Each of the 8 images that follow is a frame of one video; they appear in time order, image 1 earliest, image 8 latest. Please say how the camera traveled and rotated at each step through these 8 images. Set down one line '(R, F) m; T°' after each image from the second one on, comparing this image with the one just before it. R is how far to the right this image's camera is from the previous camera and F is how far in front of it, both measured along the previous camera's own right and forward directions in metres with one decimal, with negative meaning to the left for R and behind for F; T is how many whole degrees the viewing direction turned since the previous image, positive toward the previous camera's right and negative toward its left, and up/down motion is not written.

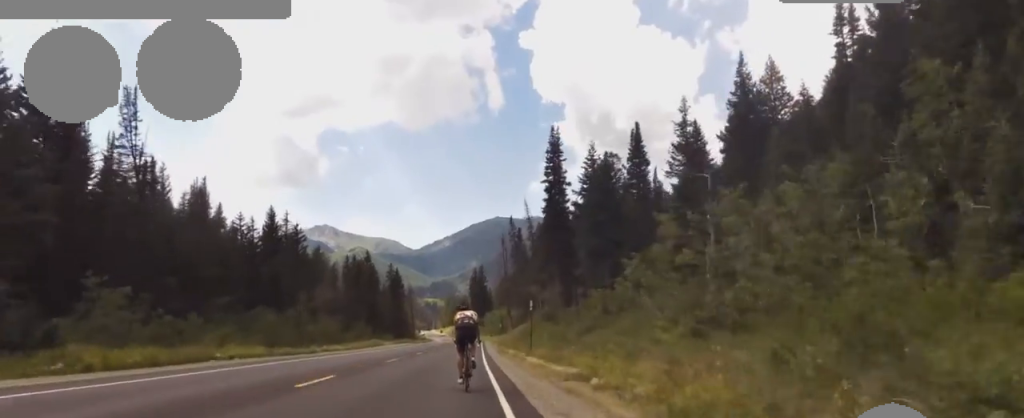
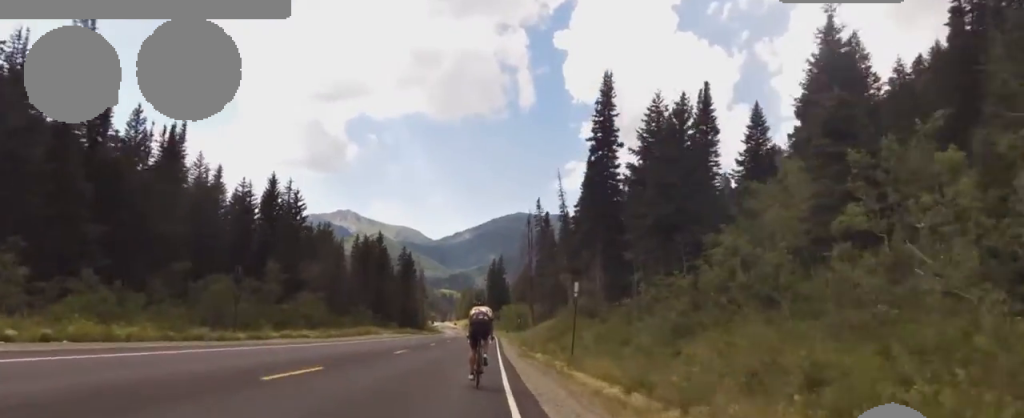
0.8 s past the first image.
(+0.3, +14.5) m; +1°
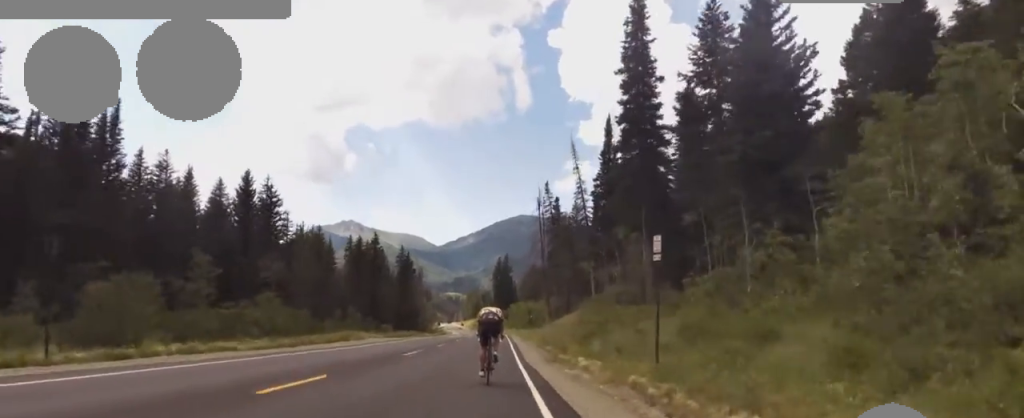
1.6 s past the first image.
(+0.2, +13.2) m; +1°
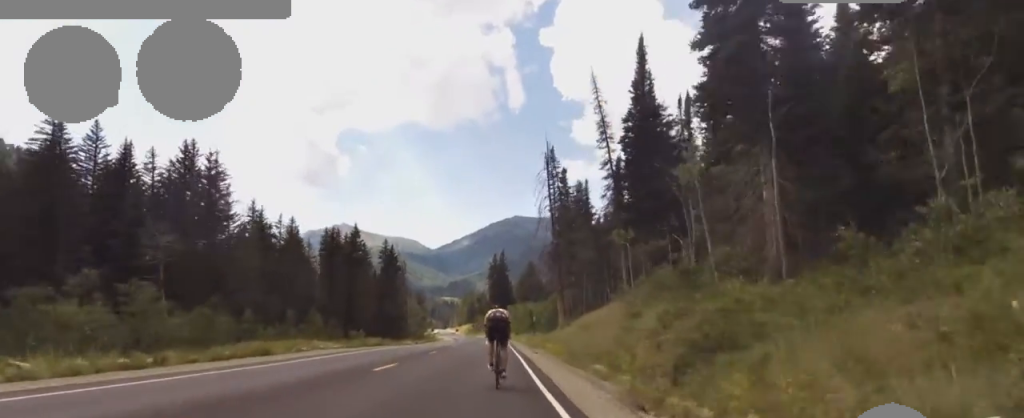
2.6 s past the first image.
(0.0, +17.5) m; 0°
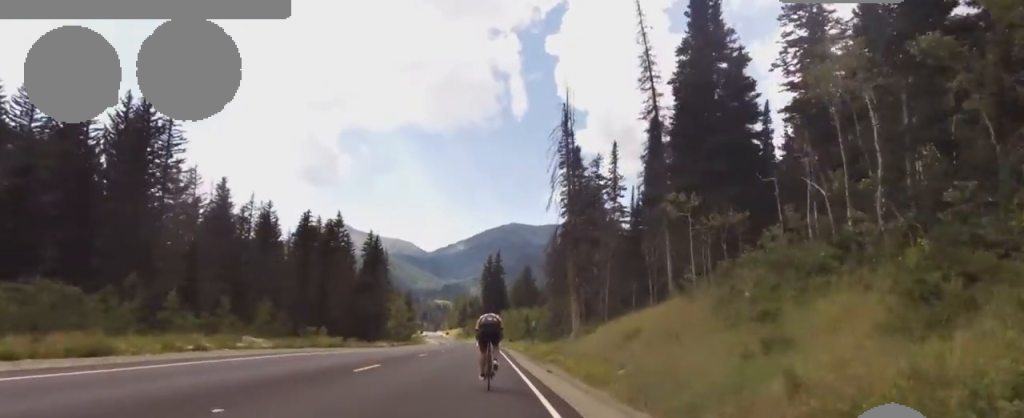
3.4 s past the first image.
(0.0, +12.8) m; 0°
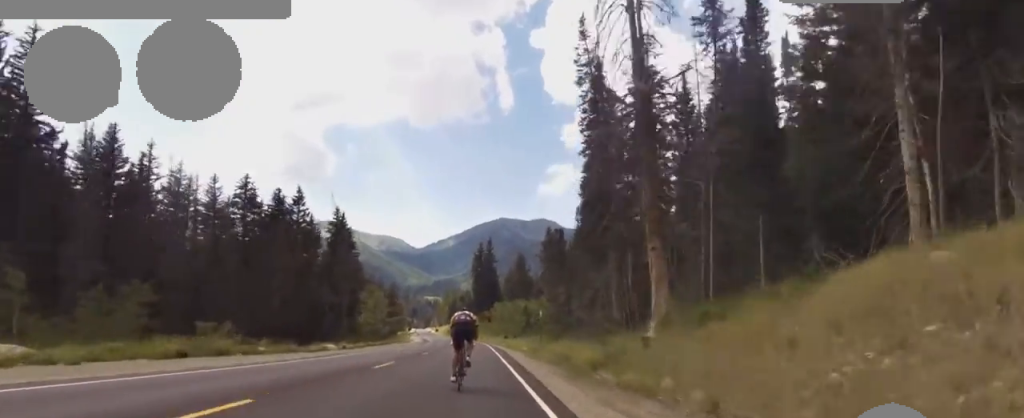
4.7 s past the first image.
(+0.4, +20.6) m; +2°
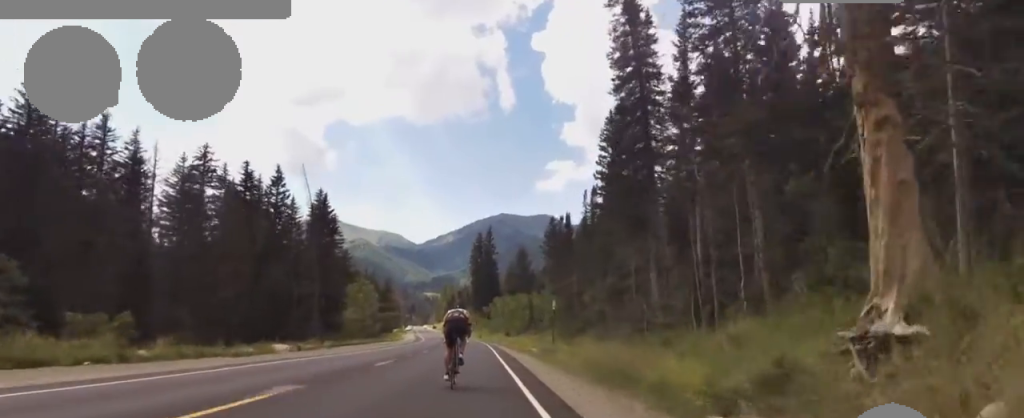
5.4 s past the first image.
(+0.2, +11.2) m; -1°
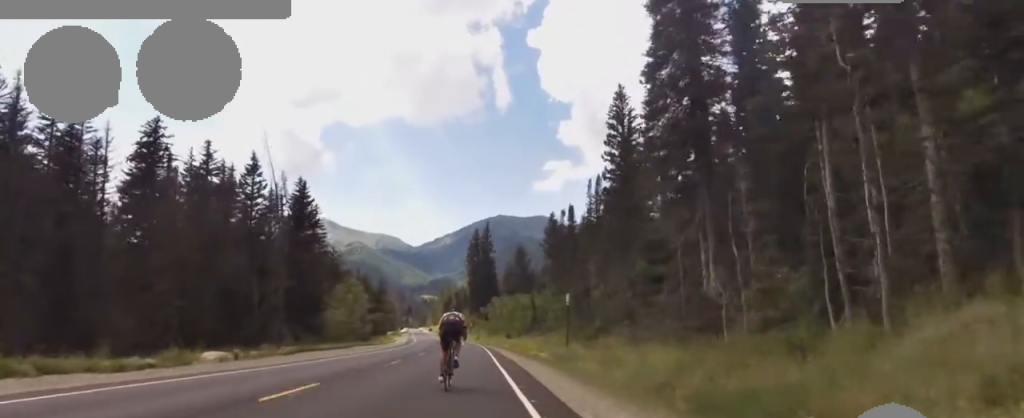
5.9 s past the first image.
(-0.2, +9.0) m; -4°
